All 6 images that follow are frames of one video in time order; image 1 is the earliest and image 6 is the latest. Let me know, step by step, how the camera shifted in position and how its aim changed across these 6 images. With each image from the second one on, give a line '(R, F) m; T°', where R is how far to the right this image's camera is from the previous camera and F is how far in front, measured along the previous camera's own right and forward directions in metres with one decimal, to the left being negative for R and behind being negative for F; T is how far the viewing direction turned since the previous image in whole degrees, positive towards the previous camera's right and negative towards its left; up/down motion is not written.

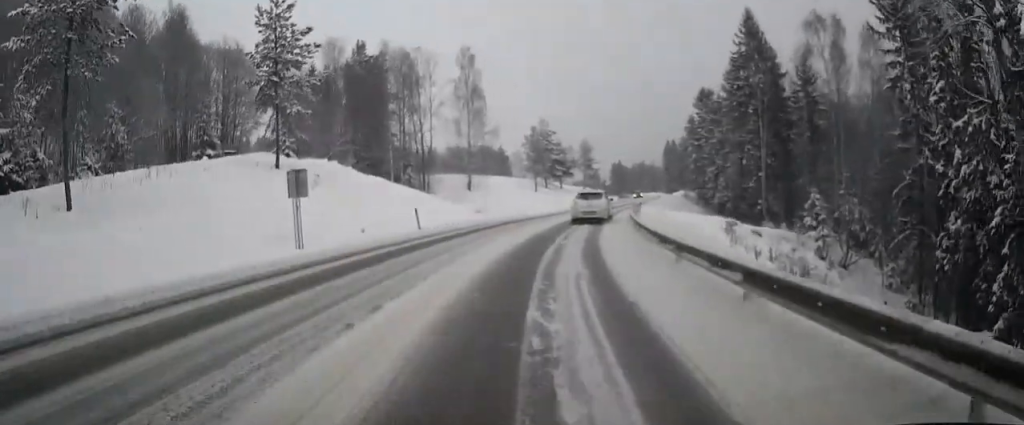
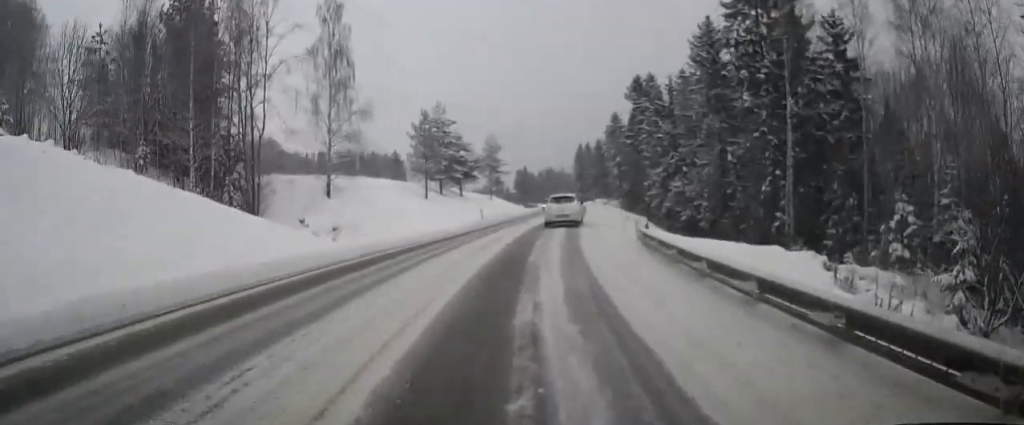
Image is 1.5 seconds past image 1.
(+1.5, +20.2) m; +9°
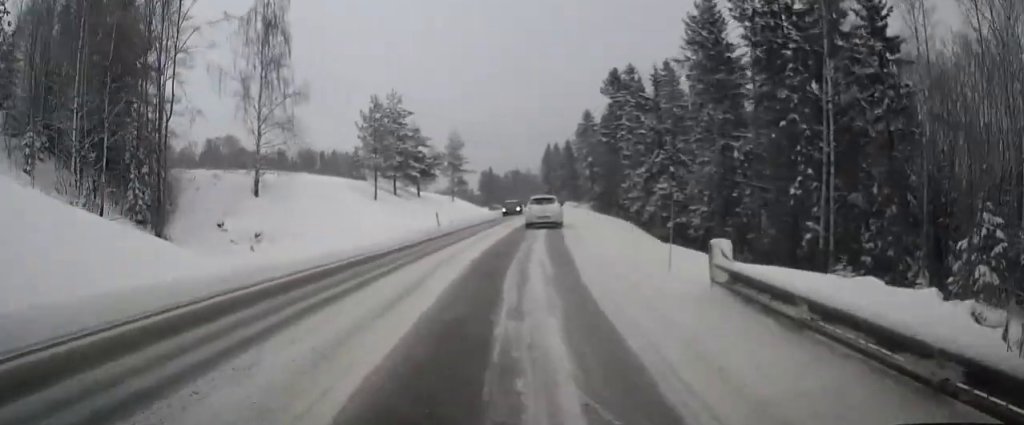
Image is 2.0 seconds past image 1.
(-0.1, +7.6) m; +4°
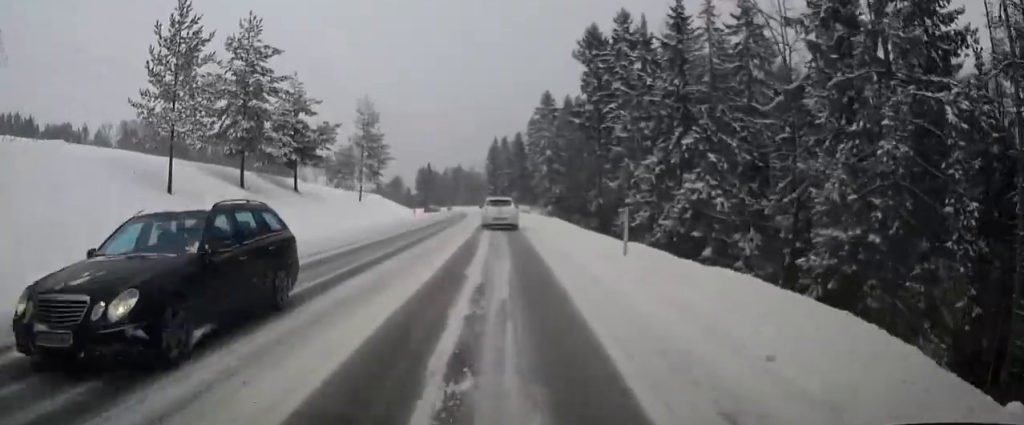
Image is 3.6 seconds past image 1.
(+2.2, +23.7) m; +8°
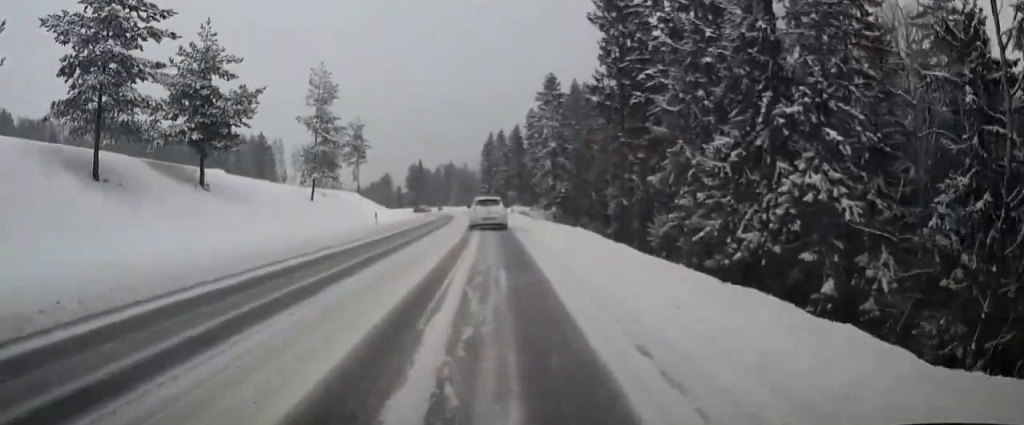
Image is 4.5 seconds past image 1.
(+0.4, +13.5) m; +2°
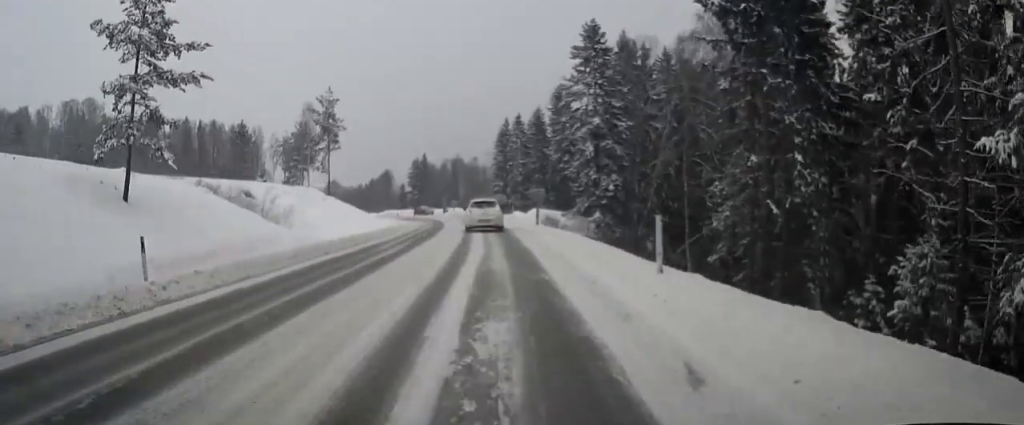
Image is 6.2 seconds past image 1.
(+0.3, +24.8) m; 0°
